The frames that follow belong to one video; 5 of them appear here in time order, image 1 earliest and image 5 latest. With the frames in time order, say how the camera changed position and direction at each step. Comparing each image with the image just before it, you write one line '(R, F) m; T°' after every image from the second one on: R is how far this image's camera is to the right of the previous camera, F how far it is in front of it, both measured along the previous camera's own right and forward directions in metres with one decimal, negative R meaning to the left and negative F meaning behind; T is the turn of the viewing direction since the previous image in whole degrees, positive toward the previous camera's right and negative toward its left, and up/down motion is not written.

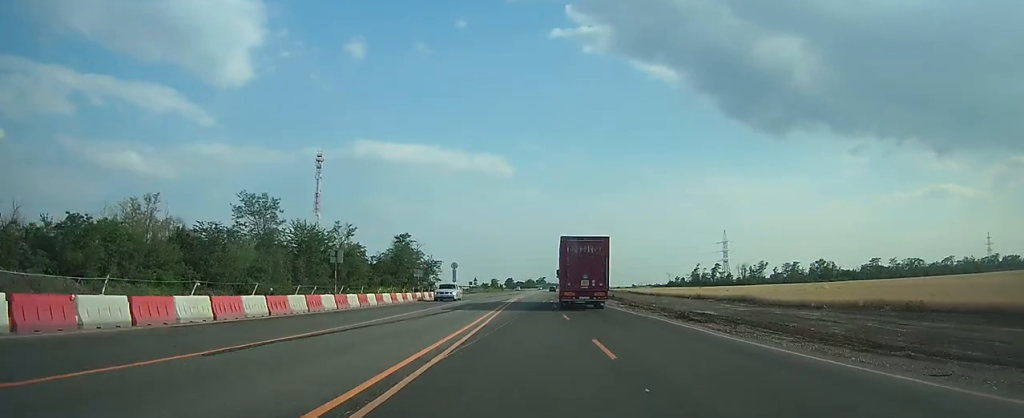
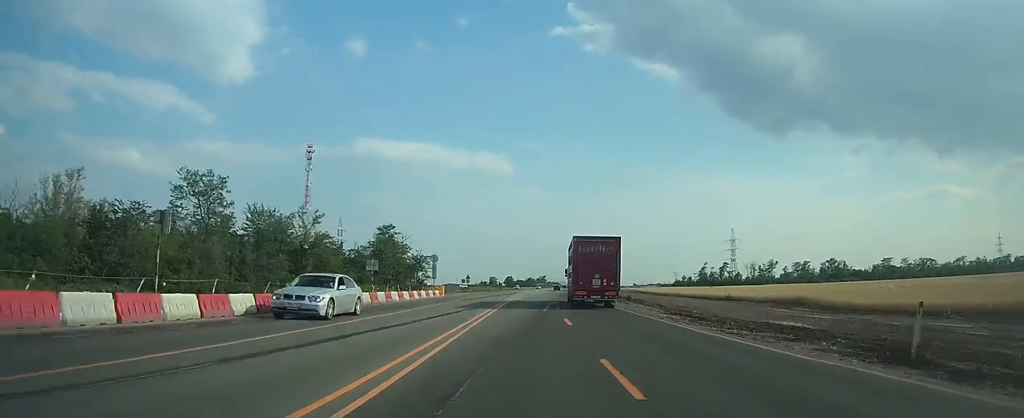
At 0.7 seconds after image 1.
(+0.1, +15.7) m; +1°
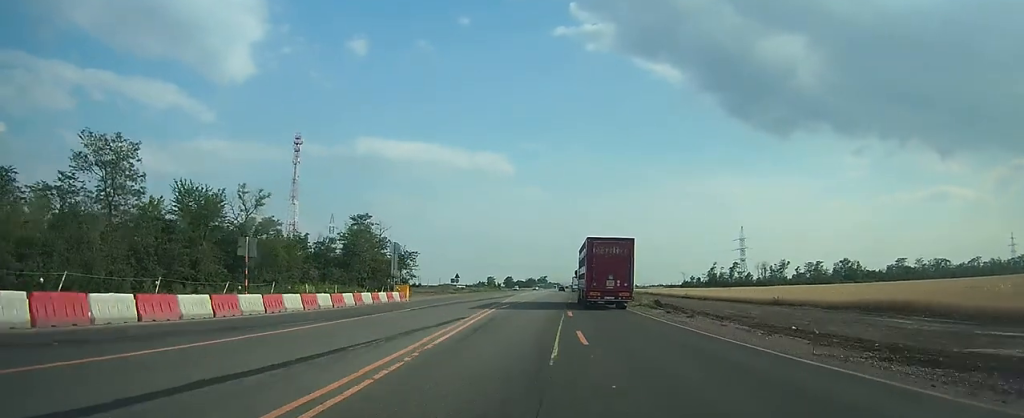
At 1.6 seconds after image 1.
(+0.1, +18.0) m; 0°
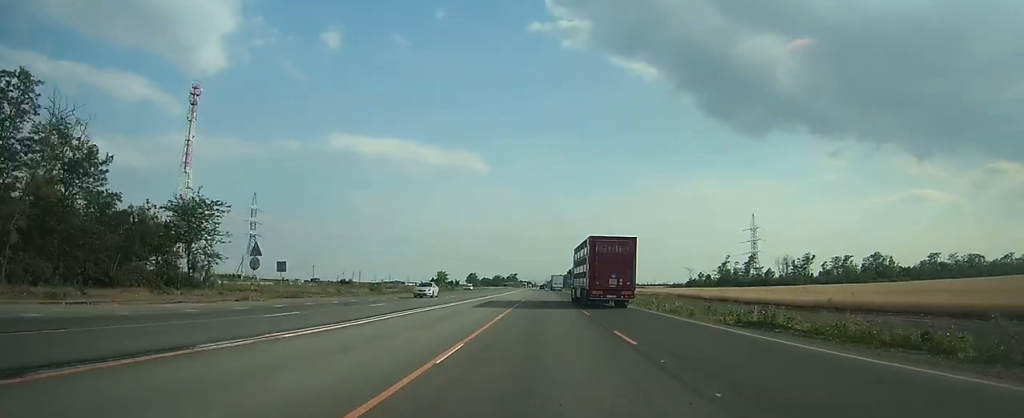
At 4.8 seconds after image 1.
(+0.7, +71.6) m; +1°
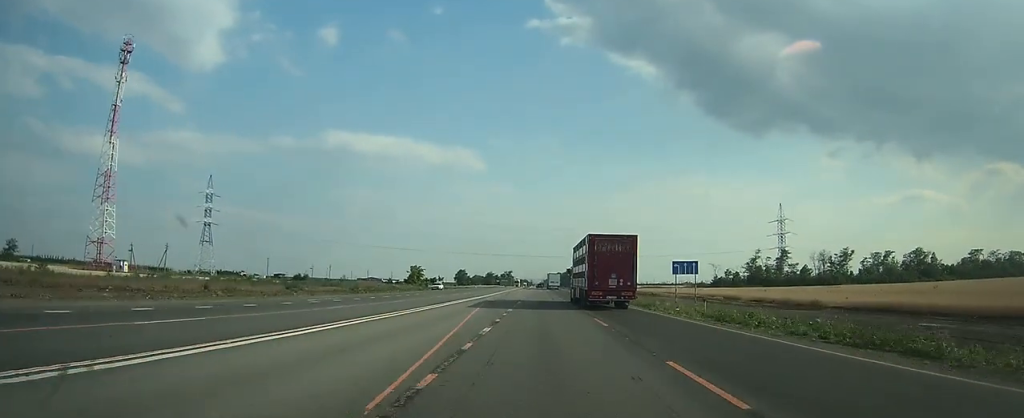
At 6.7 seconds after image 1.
(+0.5, +42.1) m; +1°
